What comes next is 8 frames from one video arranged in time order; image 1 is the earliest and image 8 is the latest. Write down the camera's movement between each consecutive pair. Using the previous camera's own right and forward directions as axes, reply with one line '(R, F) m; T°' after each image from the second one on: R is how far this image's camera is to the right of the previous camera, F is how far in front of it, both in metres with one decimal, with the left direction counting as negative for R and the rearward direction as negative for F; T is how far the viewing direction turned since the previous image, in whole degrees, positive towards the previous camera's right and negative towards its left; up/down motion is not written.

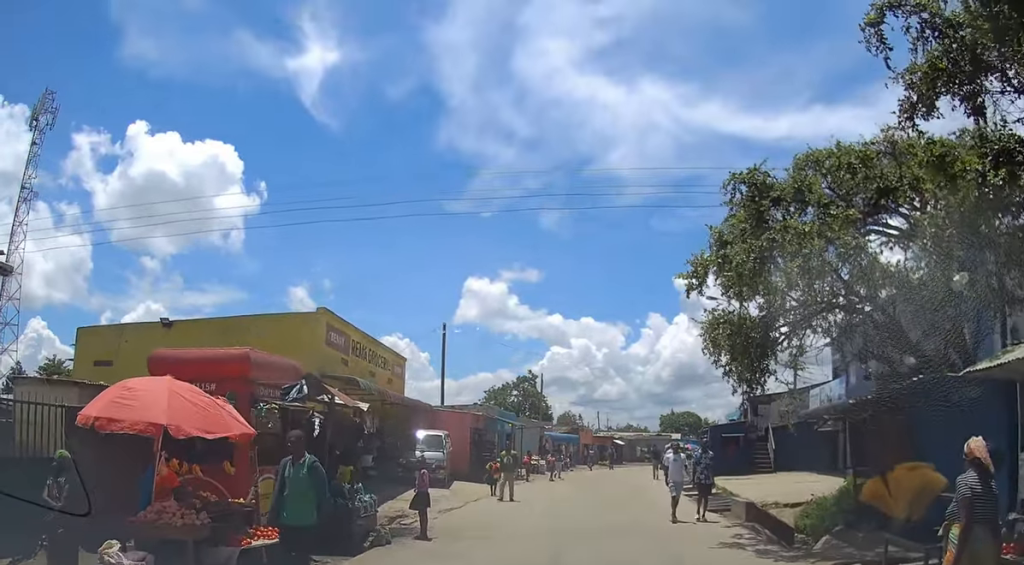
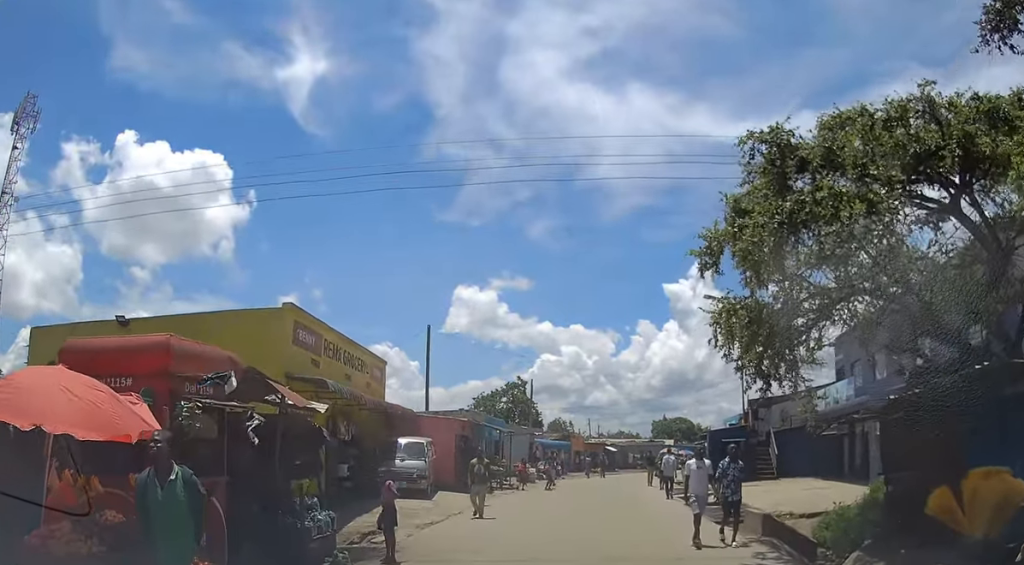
(0.0, +2.1) m; +2°
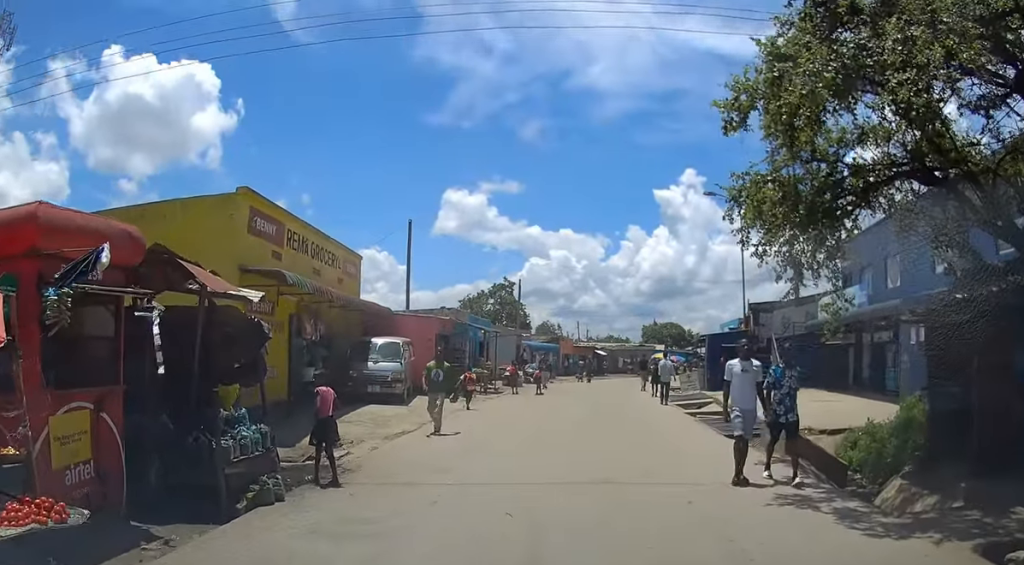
(+0.1, +2.0) m; +1°
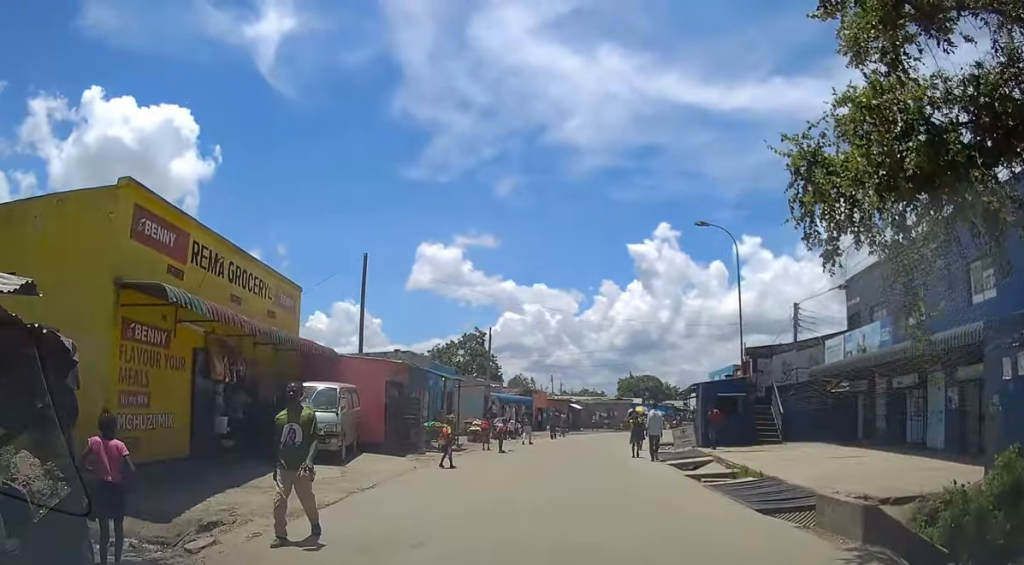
(-0.1, +3.7) m; 0°
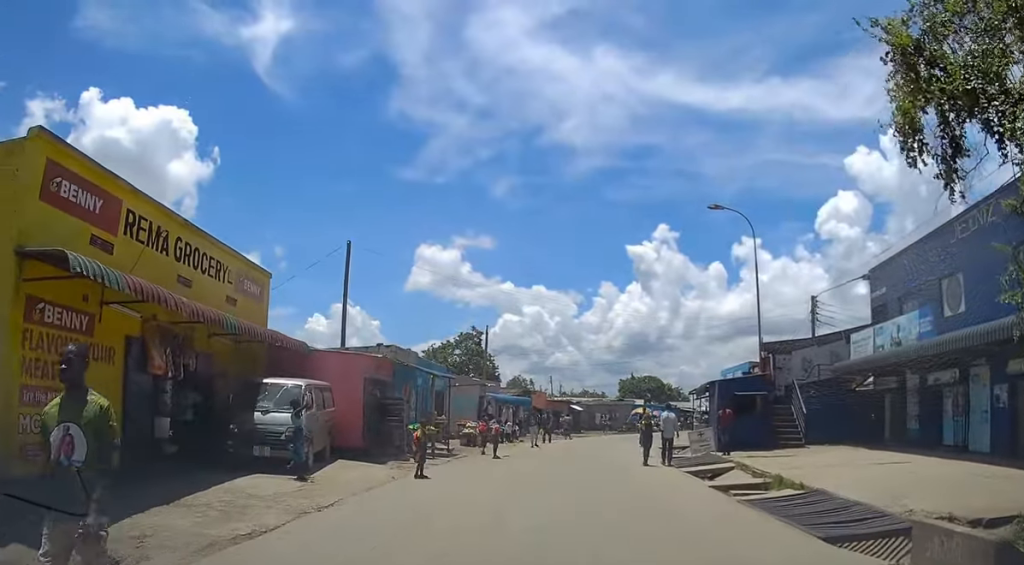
(0.0, +2.4) m; +1°
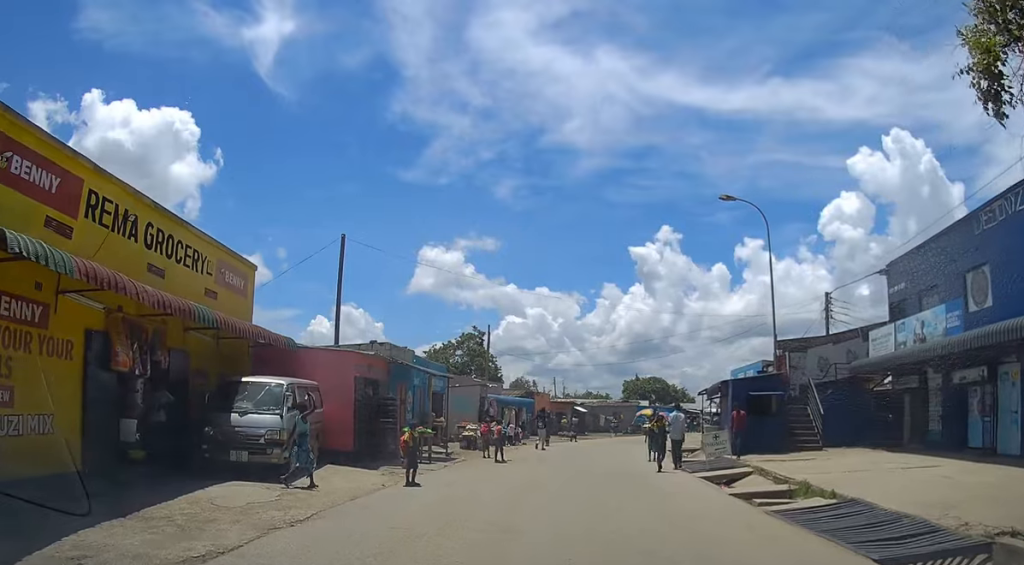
(0.0, +1.2) m; 0°
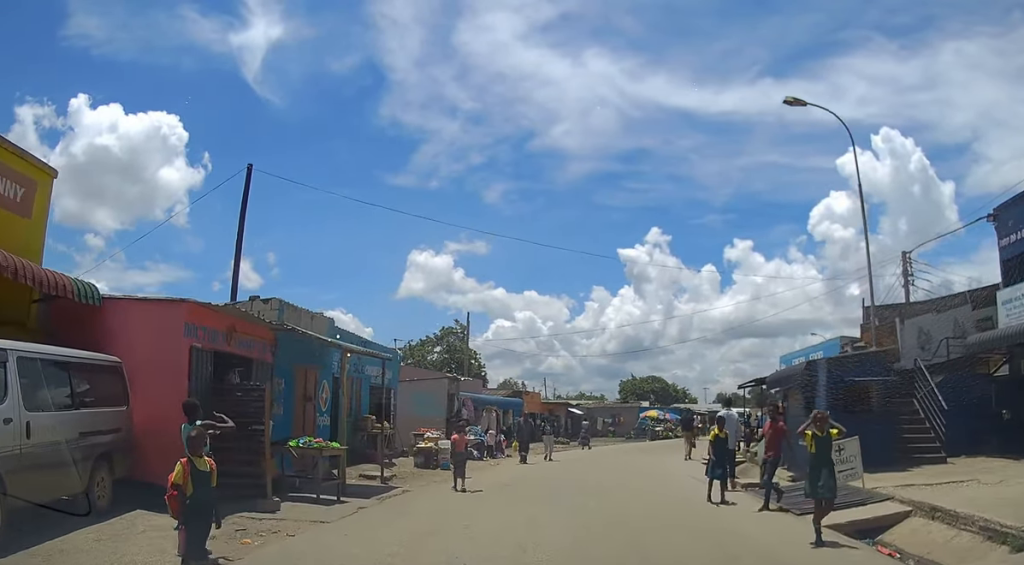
(0.0, +8.1) m; +1°
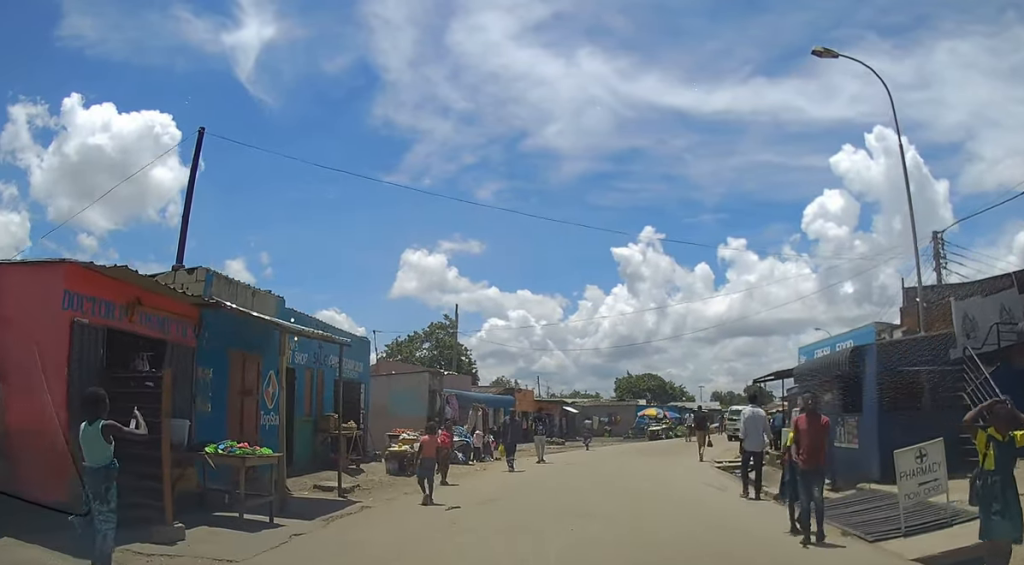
(+0.1, +2.7) m; +1°
